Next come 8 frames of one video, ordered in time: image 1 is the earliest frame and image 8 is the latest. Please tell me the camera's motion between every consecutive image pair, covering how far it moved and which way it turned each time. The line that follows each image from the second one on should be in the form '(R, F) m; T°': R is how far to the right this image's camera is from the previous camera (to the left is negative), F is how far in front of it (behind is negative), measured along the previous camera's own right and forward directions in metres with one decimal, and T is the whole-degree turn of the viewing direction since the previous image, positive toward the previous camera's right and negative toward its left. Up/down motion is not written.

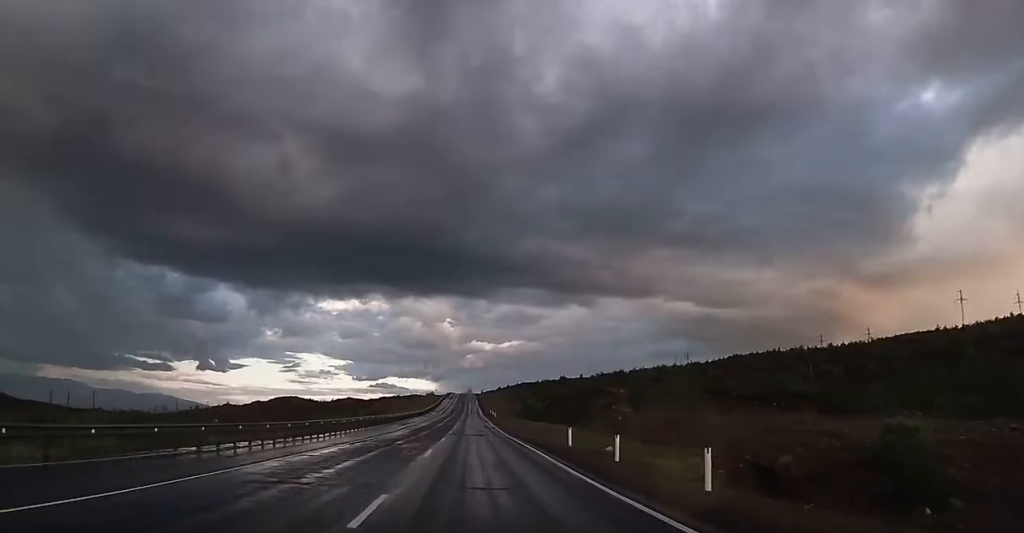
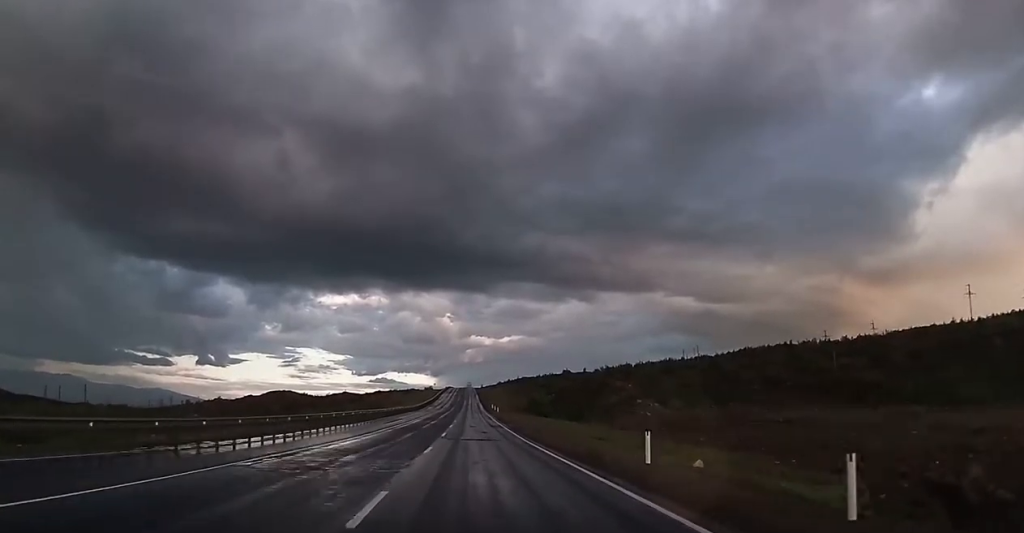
(0.0, +12.1) m; 0°
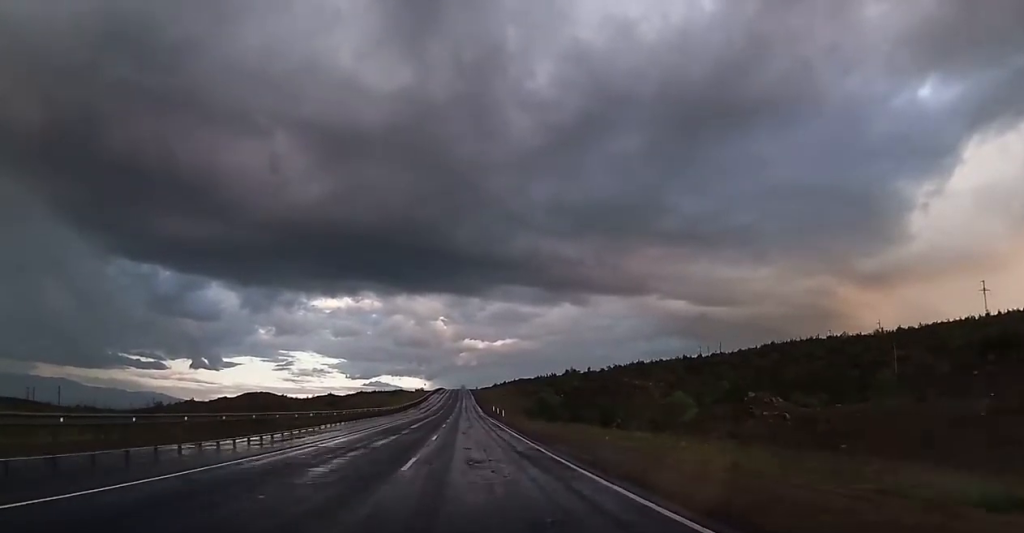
(-0.1, +28.9) m; 0°
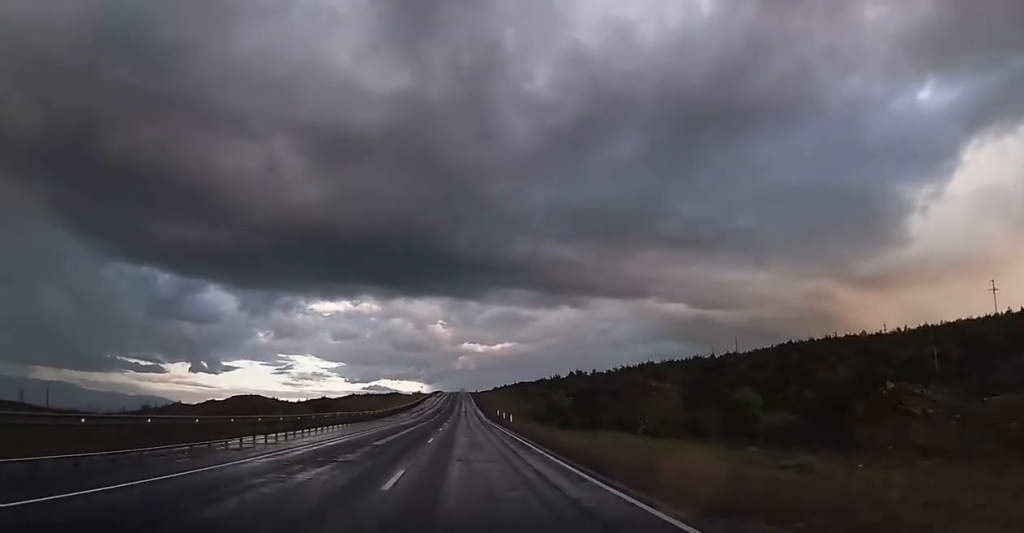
(+0.1, +14.5) m; 0°
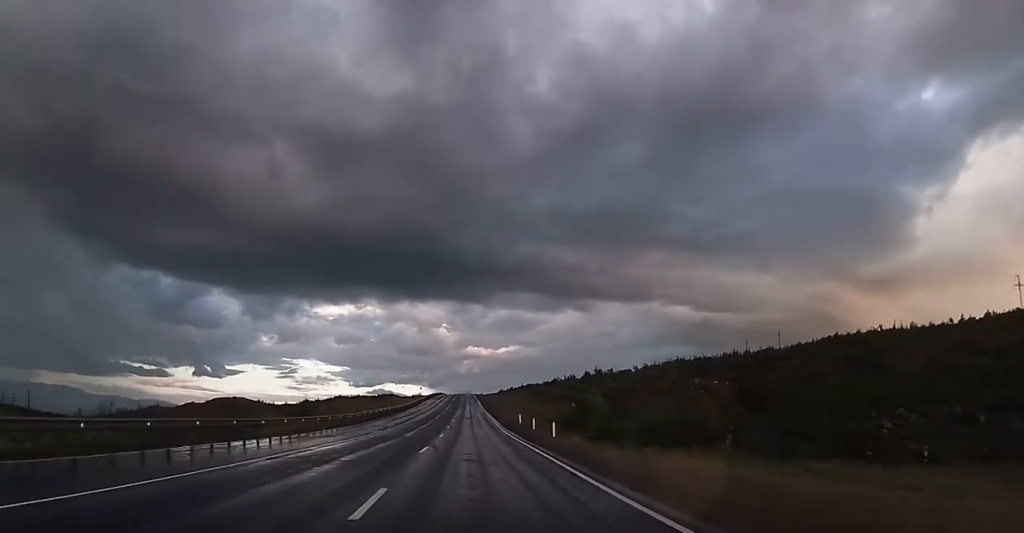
(+0.1, +27.7) m; +1°
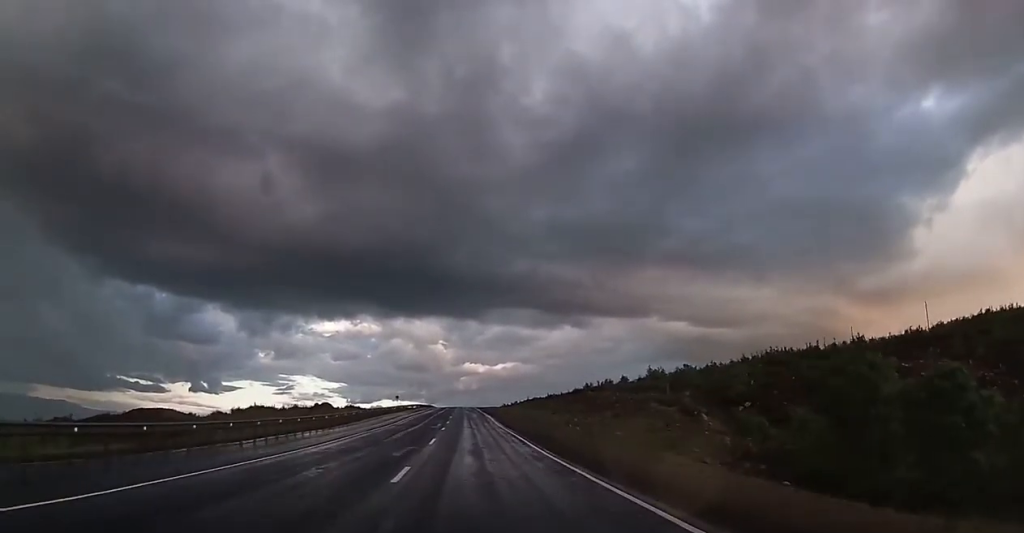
(-0.2, +67.9) m; 0°
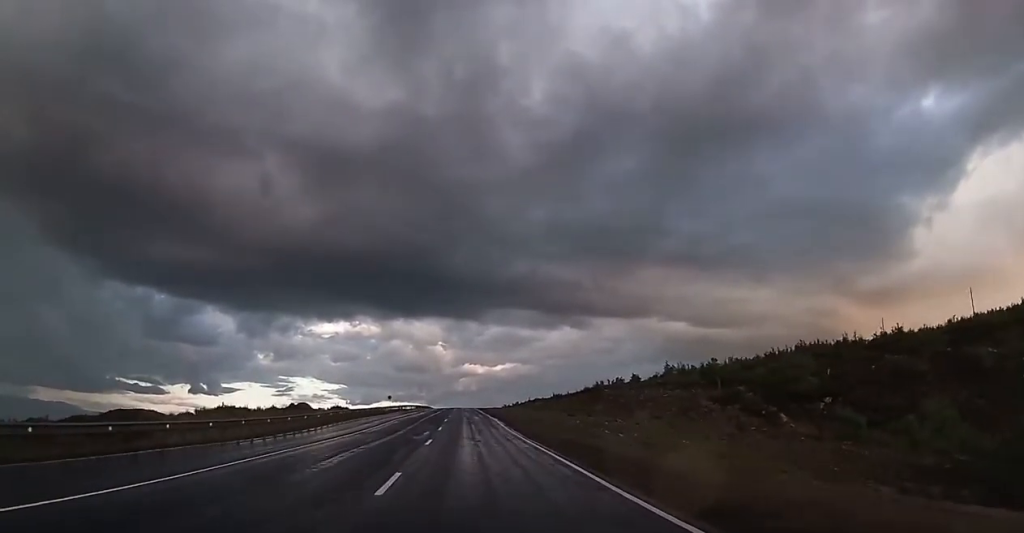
(+0.1, +14.1) m; 0°
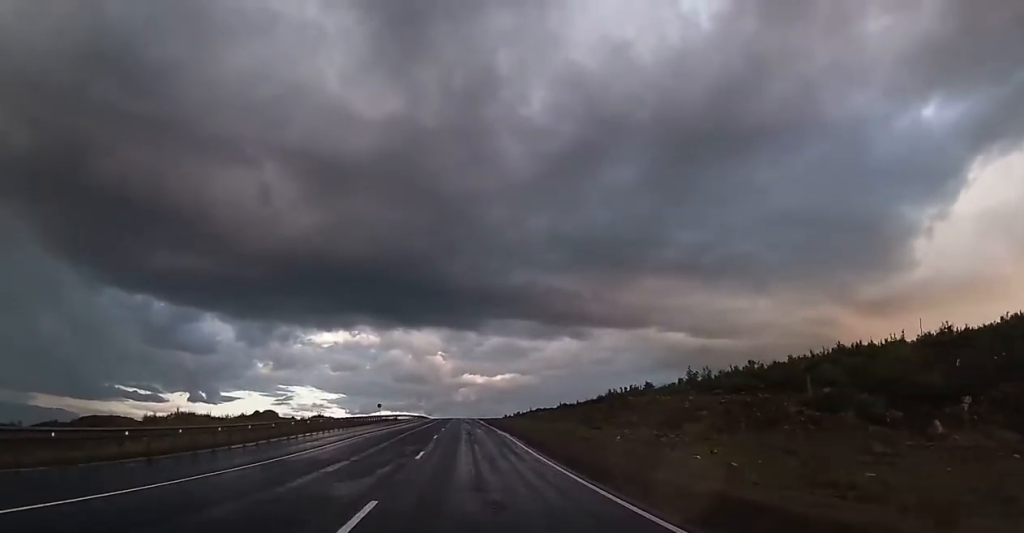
(0.0, +14.9) m; 0°
